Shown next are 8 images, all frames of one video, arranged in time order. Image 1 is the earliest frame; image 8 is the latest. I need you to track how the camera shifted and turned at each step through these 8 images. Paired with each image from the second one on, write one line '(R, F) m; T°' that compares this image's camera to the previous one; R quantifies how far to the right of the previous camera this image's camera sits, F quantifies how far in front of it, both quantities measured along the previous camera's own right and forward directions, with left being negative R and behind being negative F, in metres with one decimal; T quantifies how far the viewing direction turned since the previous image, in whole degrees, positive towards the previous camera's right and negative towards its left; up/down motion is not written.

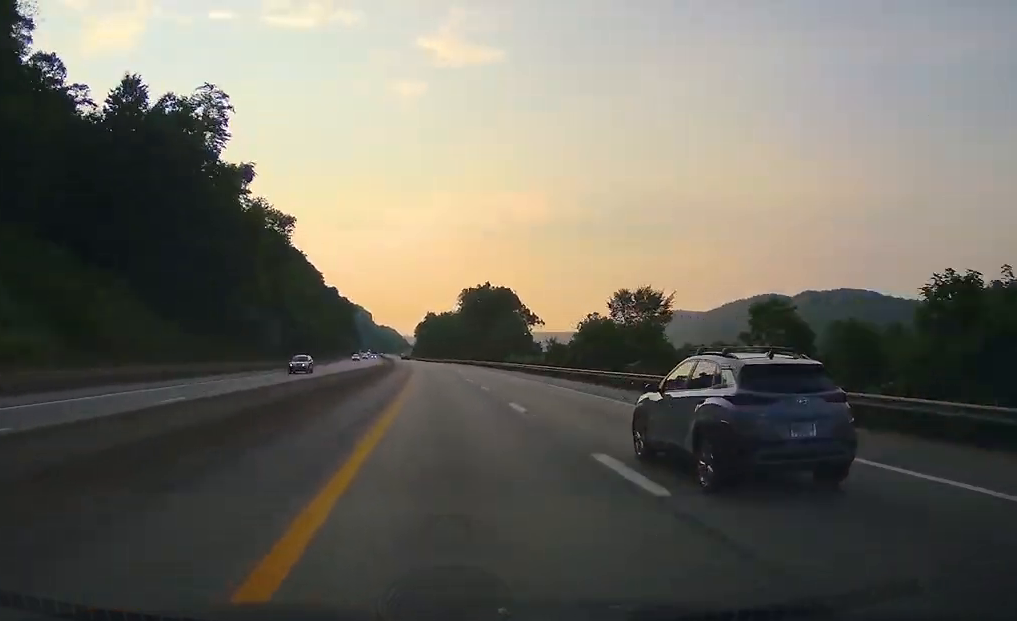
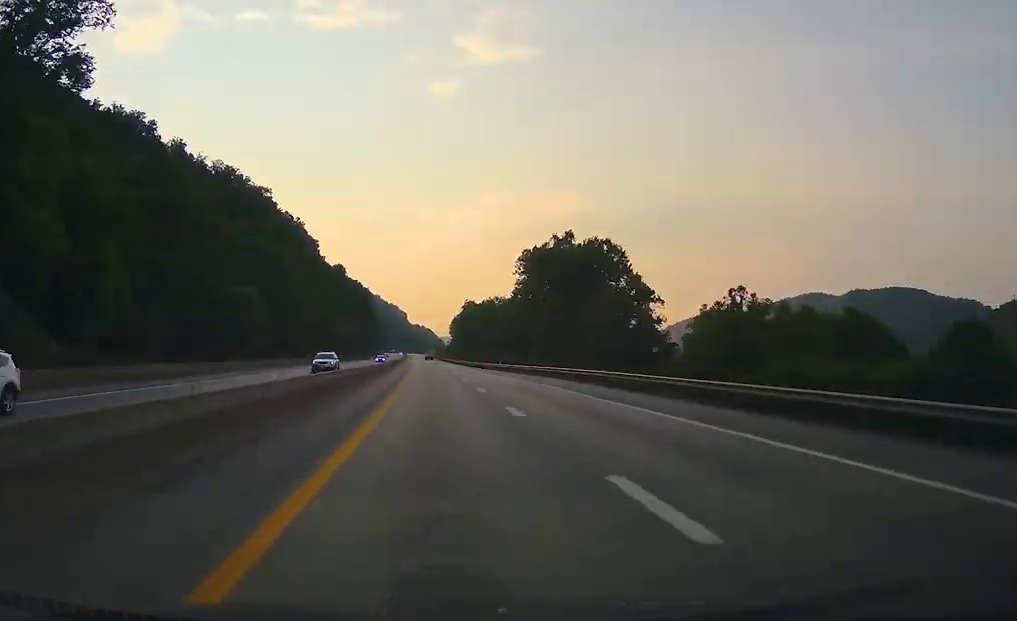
(-1.5, +86.6) m; -2°
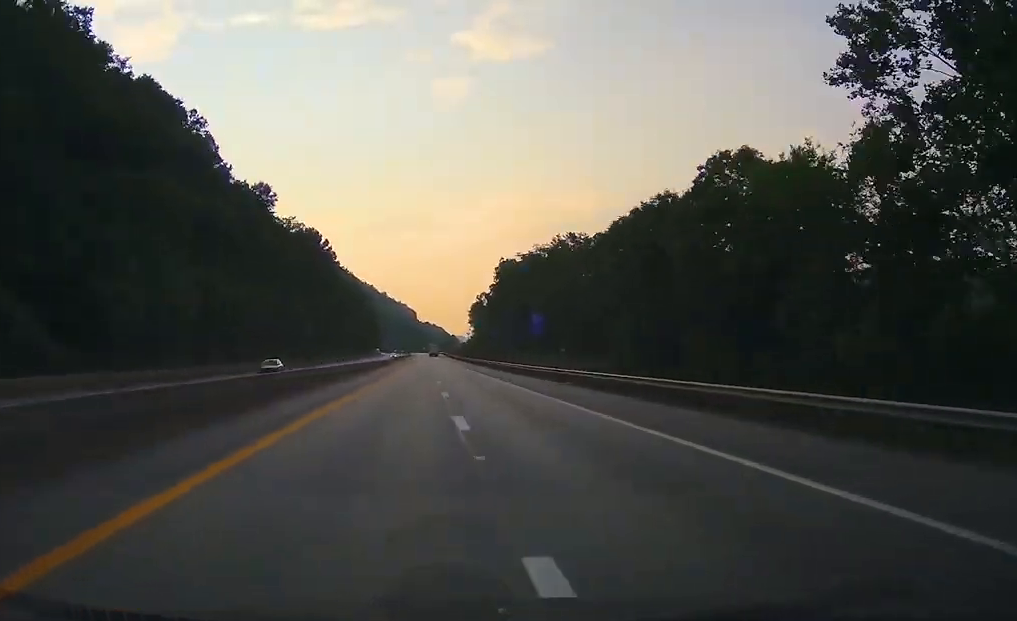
(-1.4, +125.7) m; -1°
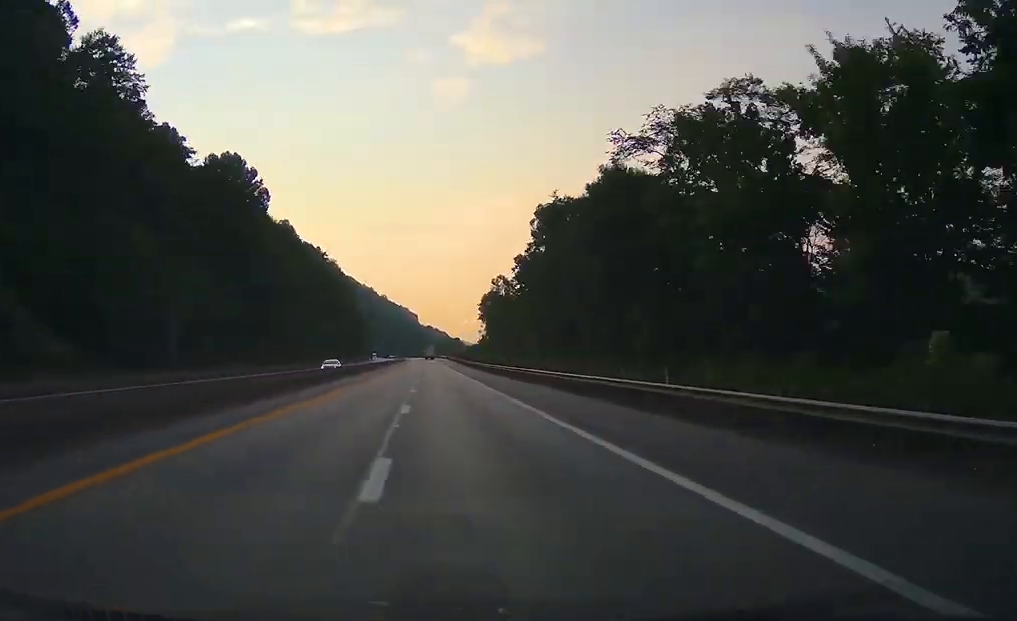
(-0.5, +68.1) m; -1°
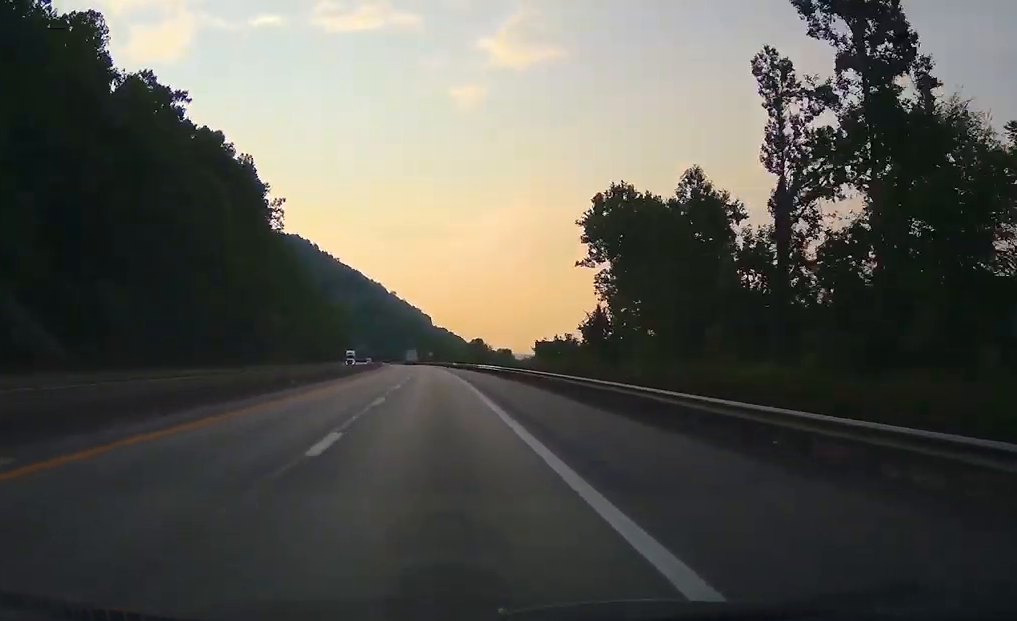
(-2.4, +165.8) m; -2°
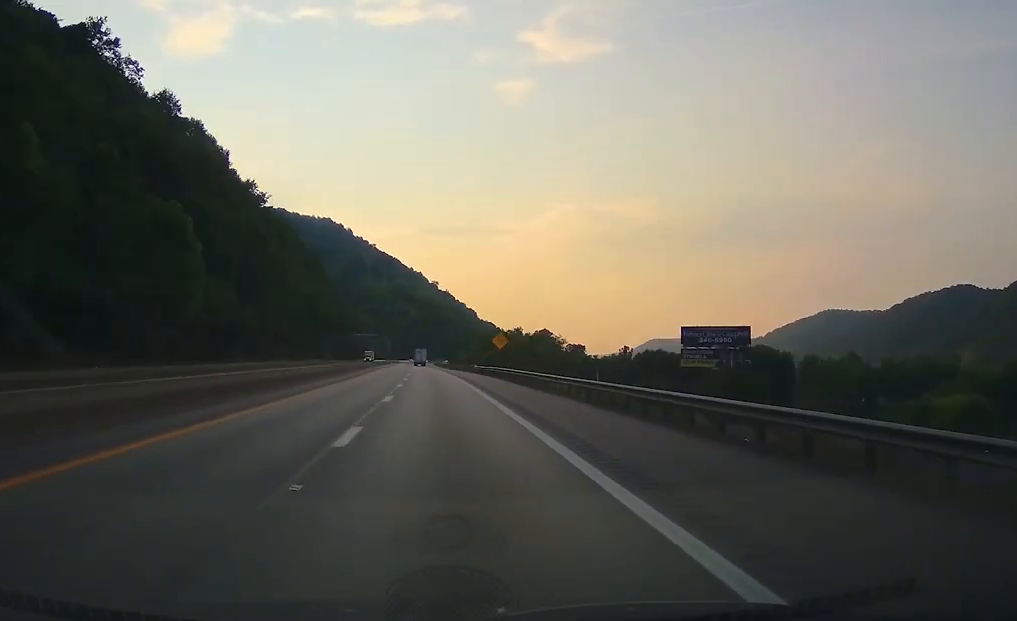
(-3.1, +131.4) m; -2°
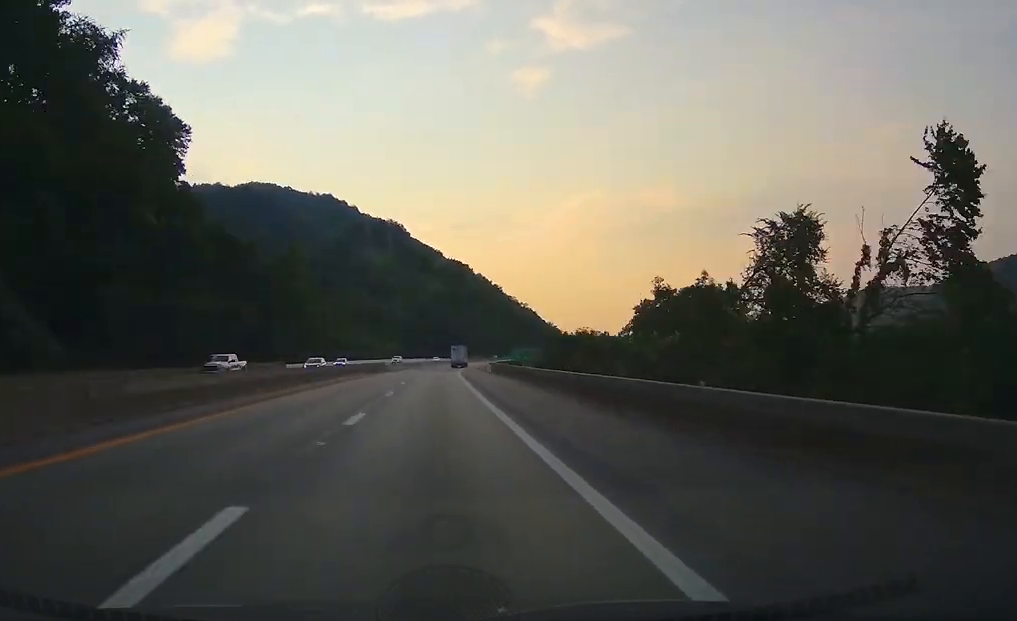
(-4.0, +188.8) m; +1°
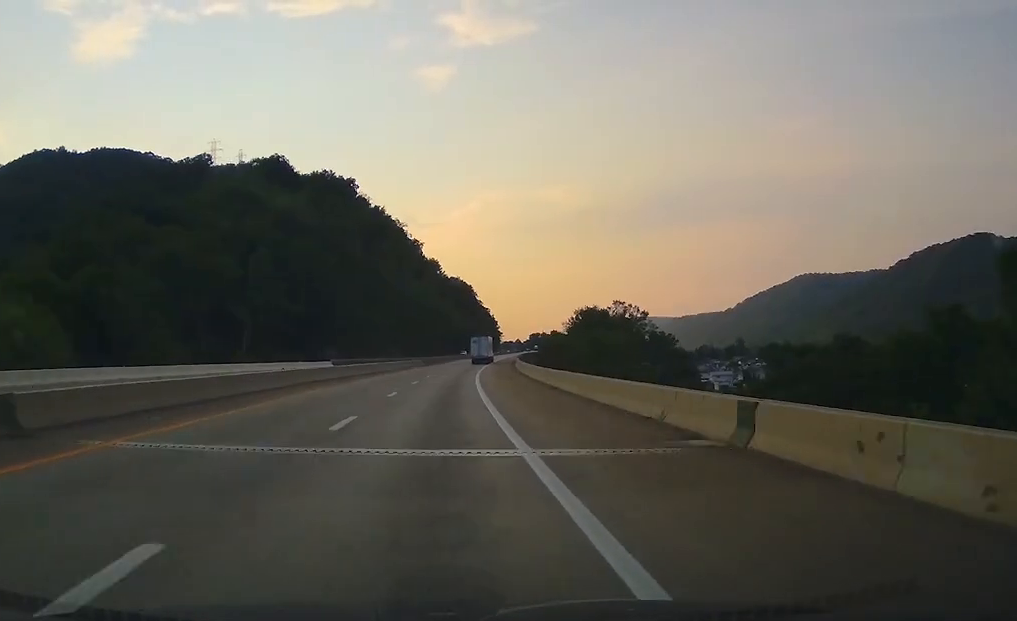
(+12.5, +194.9) m; +8°
